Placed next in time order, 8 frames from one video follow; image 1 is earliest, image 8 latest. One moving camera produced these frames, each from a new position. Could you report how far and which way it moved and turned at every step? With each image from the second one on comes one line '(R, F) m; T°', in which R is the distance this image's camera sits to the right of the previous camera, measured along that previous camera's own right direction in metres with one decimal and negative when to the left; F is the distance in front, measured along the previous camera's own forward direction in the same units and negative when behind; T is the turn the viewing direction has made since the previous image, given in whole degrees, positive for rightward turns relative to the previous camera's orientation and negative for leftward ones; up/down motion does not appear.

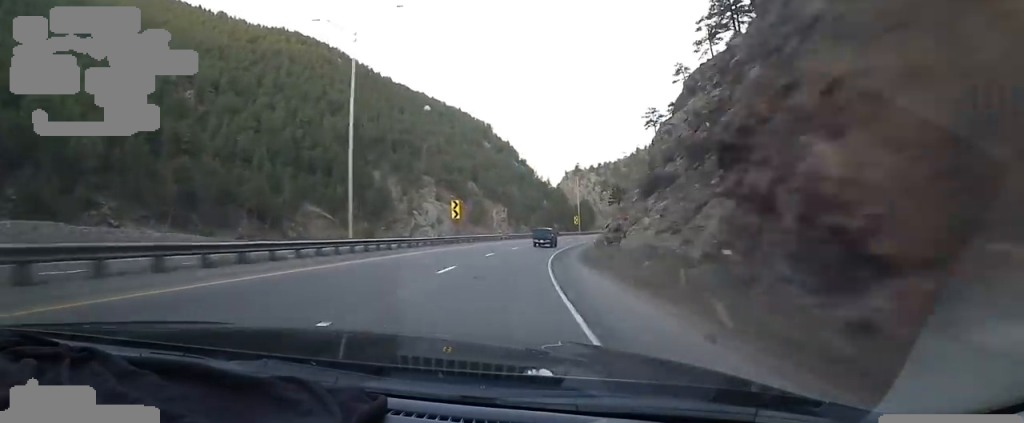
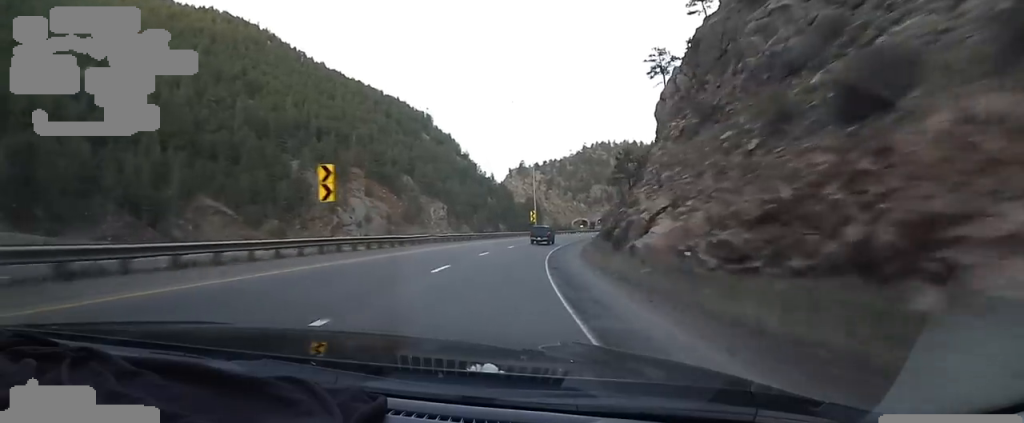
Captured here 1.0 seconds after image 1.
(+2.2, +24.1) m; +7°
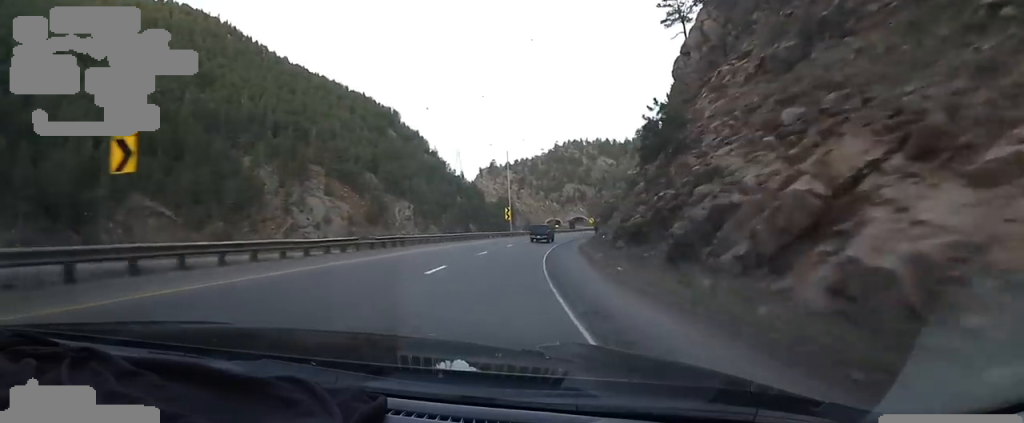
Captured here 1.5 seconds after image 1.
(+0.4, +12.1) m; +3°
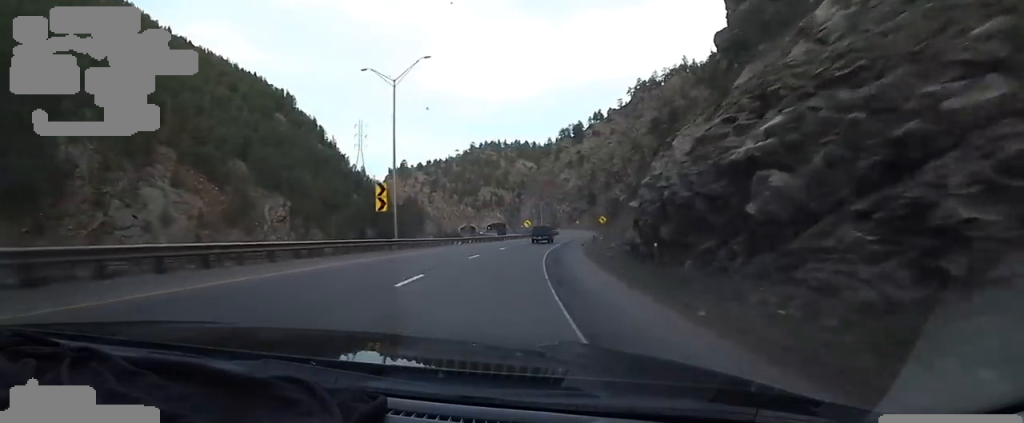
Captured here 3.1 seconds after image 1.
(+3.8, +38.3) m; +14°
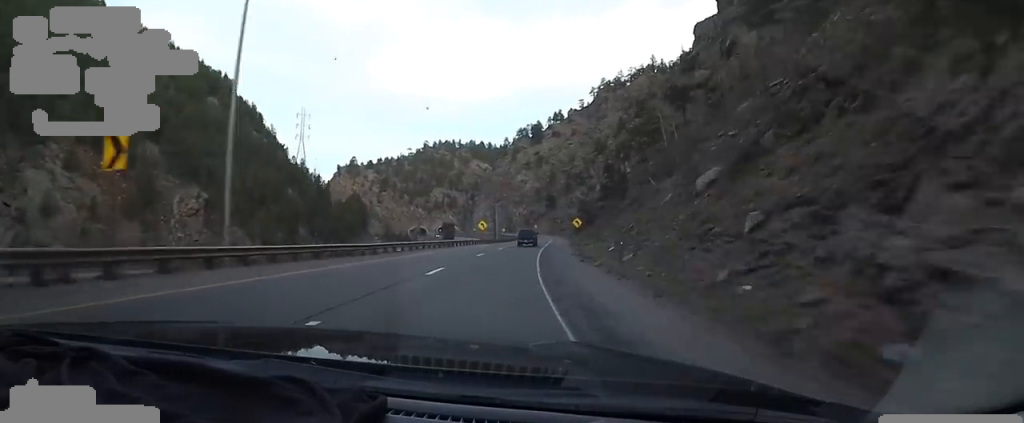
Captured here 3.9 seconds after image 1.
(+1.4, +19.4) m; +5°
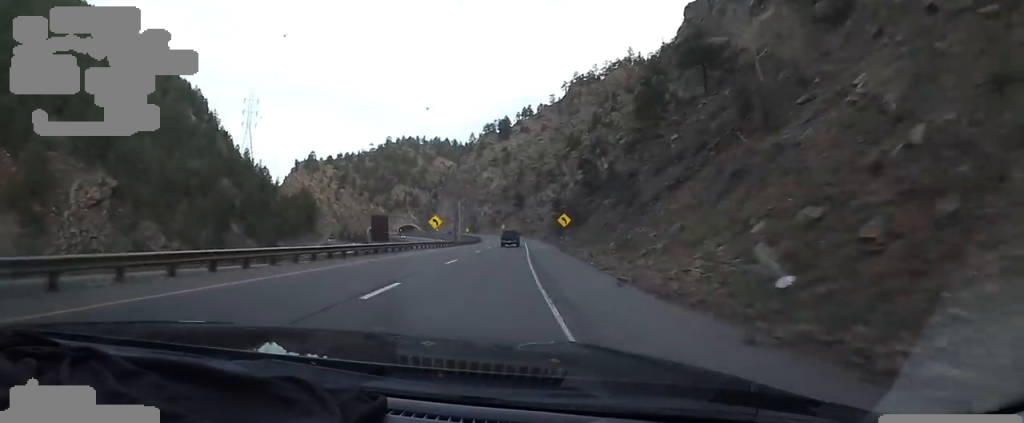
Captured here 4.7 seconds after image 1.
(+0.6, +19.7) m; +3°
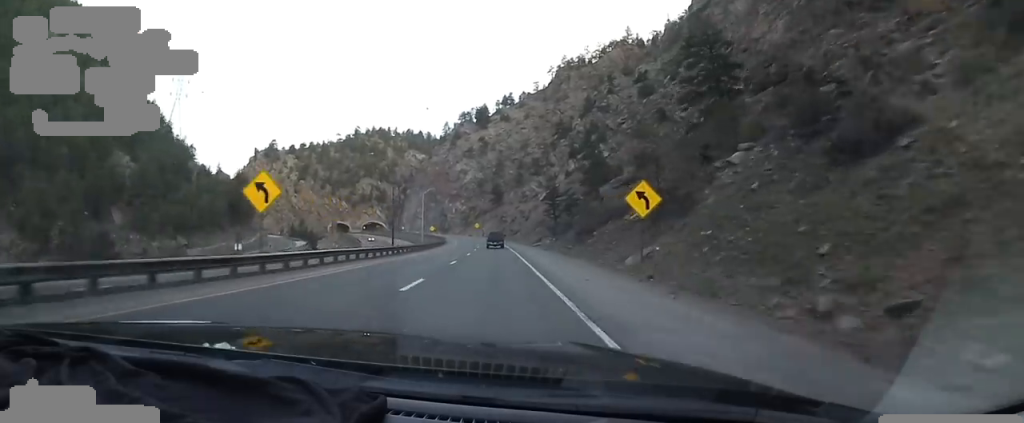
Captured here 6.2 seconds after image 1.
(+1.7, +36.6) m; +5°
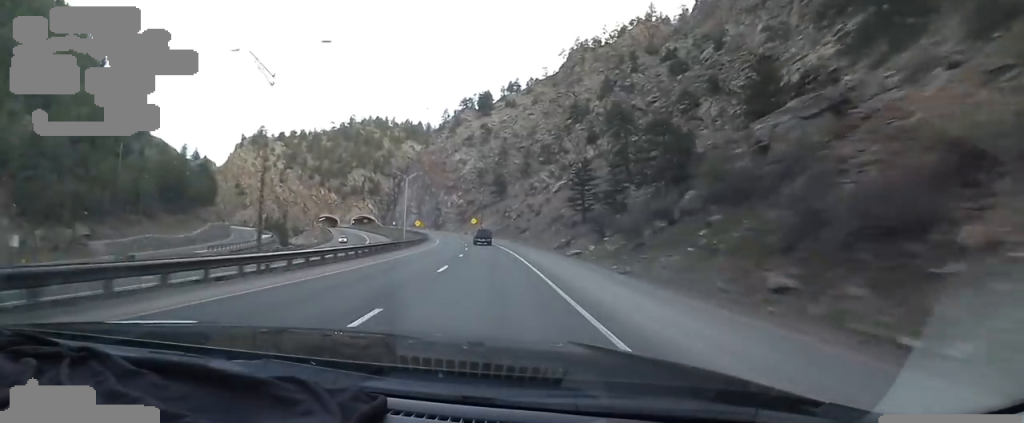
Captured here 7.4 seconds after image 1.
(+0.4, +30.5) m; 0°
